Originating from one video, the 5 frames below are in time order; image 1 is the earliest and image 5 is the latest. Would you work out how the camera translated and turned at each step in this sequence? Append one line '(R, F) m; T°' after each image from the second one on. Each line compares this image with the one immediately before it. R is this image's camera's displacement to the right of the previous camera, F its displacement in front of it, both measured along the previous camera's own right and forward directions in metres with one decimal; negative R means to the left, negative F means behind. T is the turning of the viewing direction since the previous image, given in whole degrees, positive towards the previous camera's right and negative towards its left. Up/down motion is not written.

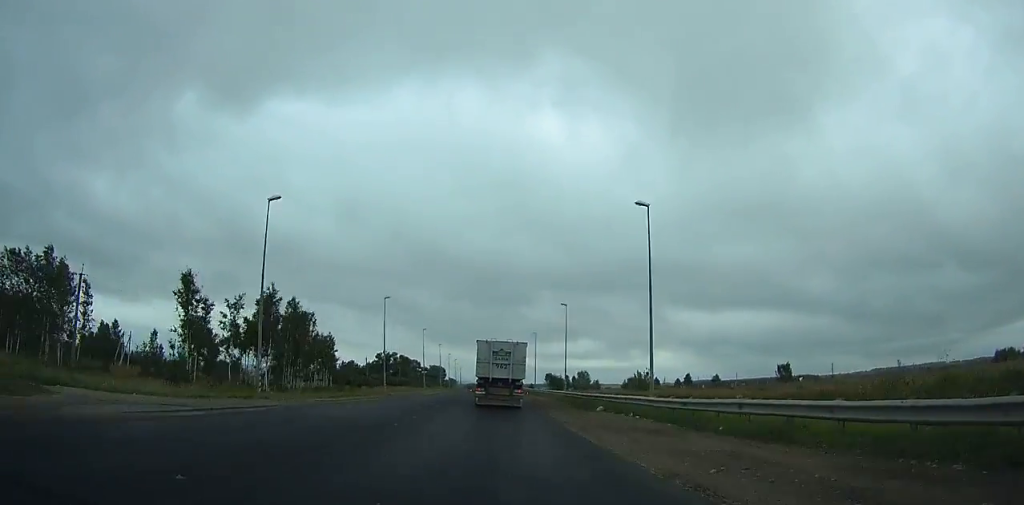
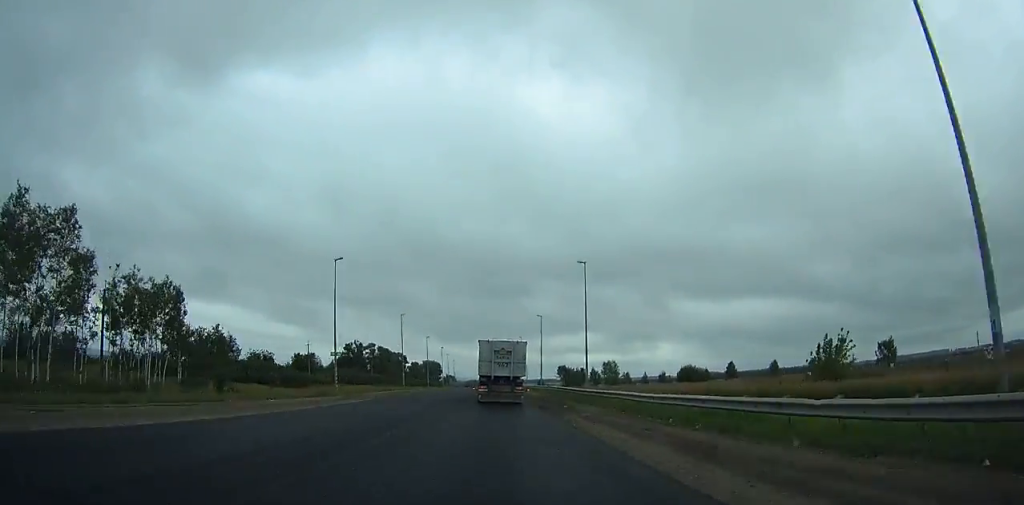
(-0.4, +53.7) m; 0°
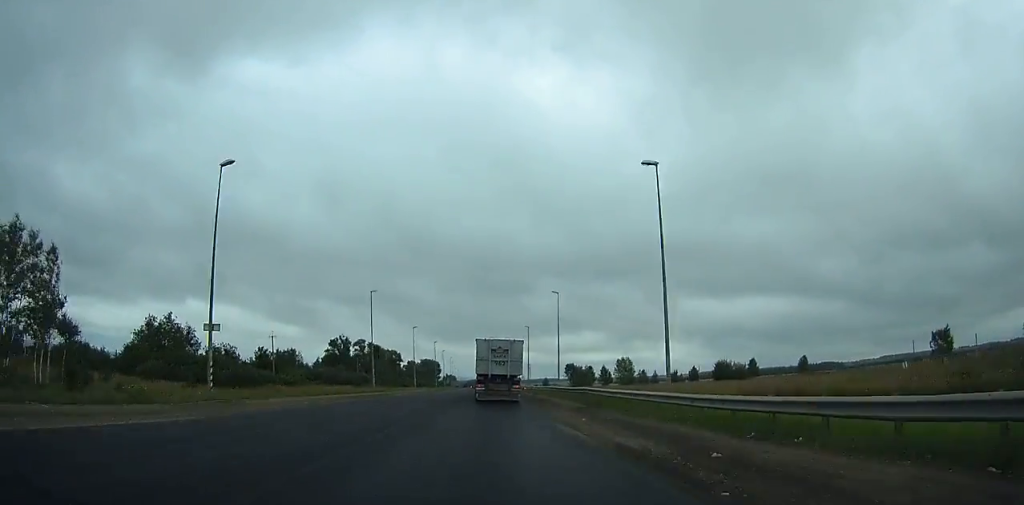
(0.0, +19.7) m; 0°
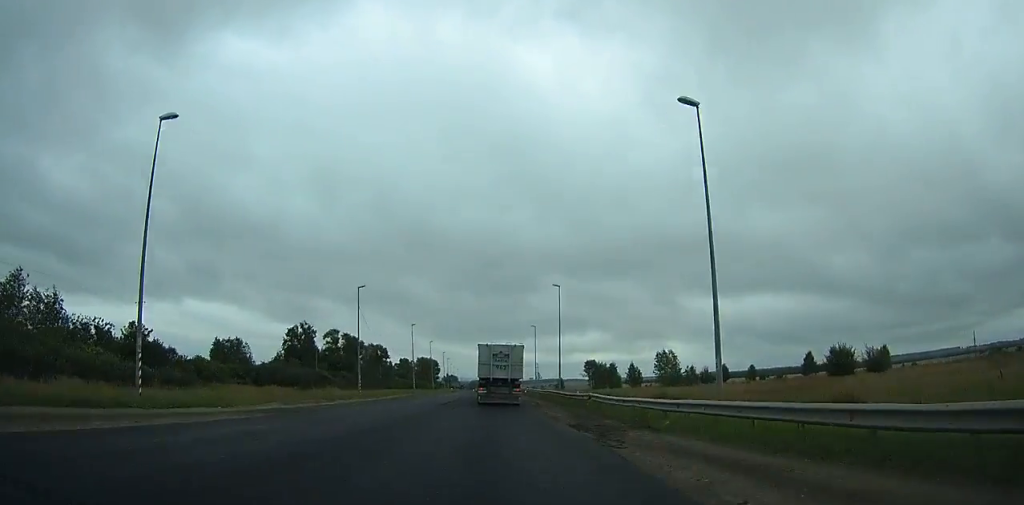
(-0.1, +39.7) m; 0°
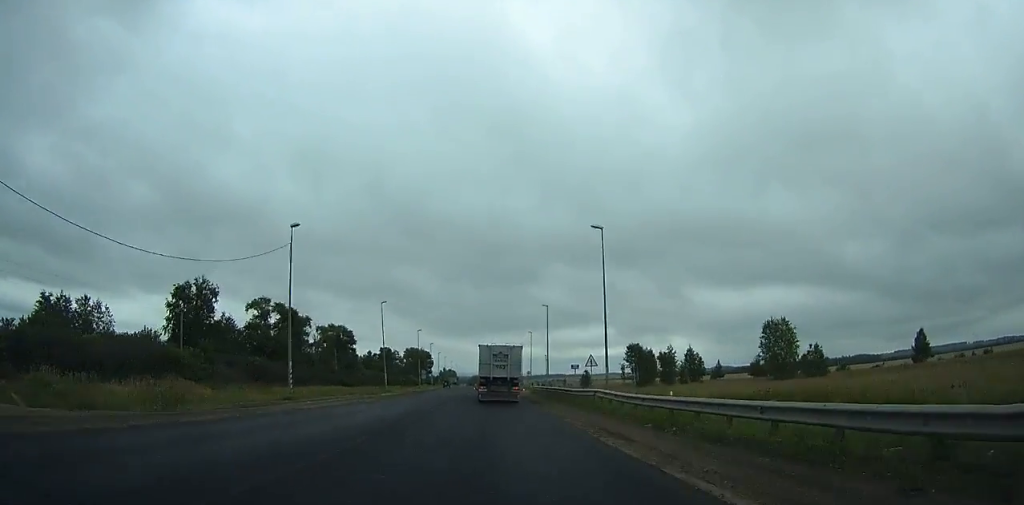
(-0.4, +52.8) m; -1°
